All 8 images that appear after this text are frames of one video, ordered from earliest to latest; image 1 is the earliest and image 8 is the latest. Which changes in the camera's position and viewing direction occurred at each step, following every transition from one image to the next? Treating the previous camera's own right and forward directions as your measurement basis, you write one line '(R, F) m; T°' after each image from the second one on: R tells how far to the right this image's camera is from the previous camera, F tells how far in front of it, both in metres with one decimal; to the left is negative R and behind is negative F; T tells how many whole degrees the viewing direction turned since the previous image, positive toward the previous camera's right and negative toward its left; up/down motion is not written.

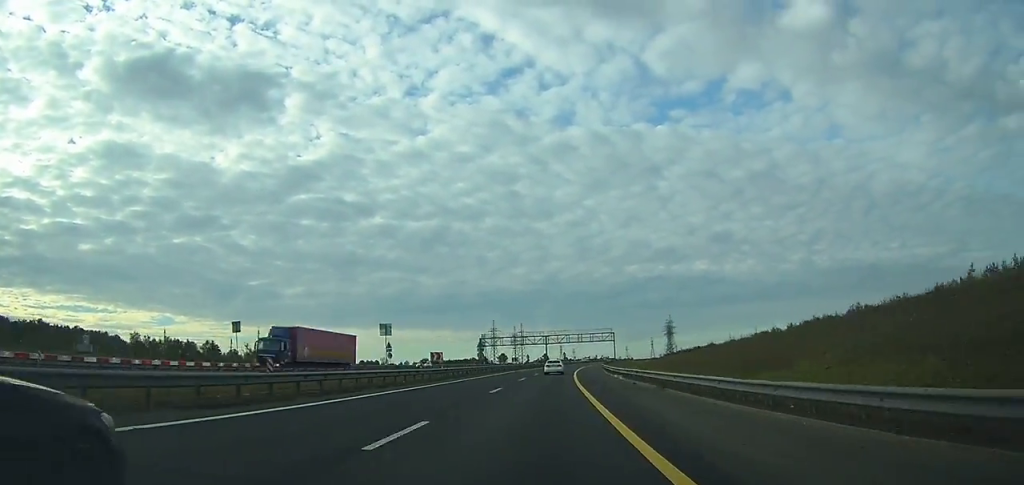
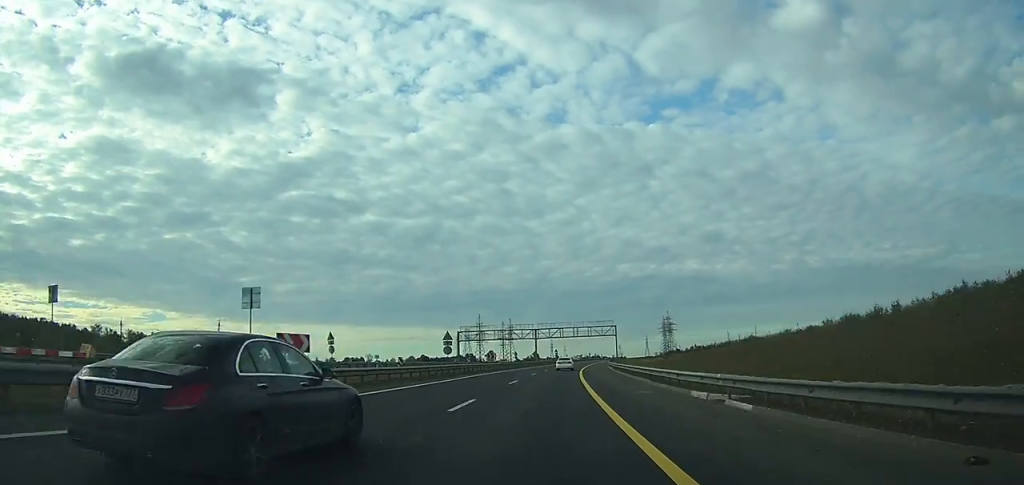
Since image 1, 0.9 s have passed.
(+0.2, +26.0) m; +2°
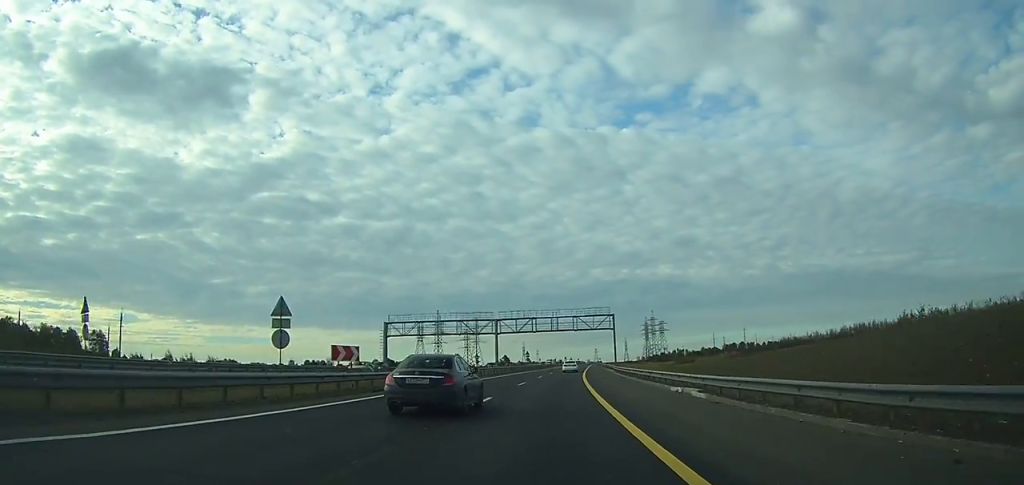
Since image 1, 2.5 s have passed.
(+1.0, +44.3) m; +3°
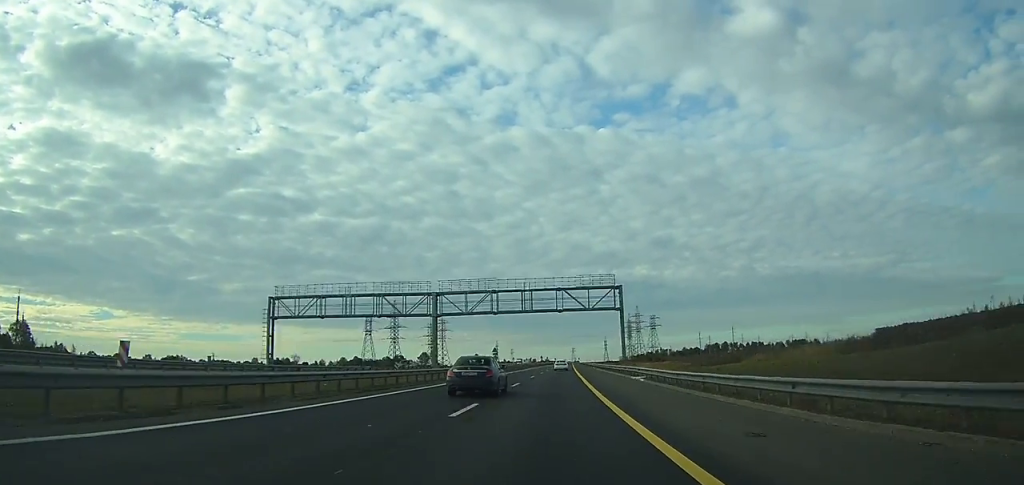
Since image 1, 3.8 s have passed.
(+0.9, +33.5) m; +2°
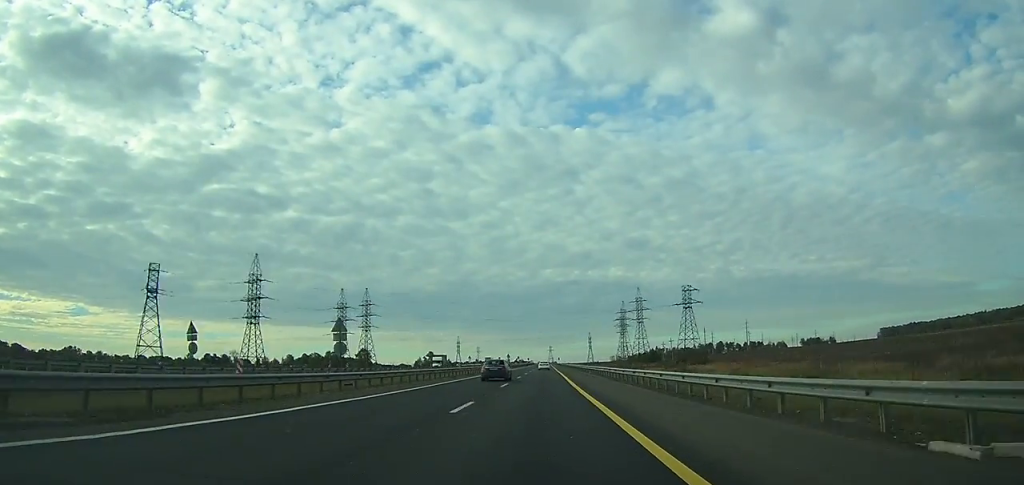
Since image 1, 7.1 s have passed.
(+2.9, +86.0) m; +3°
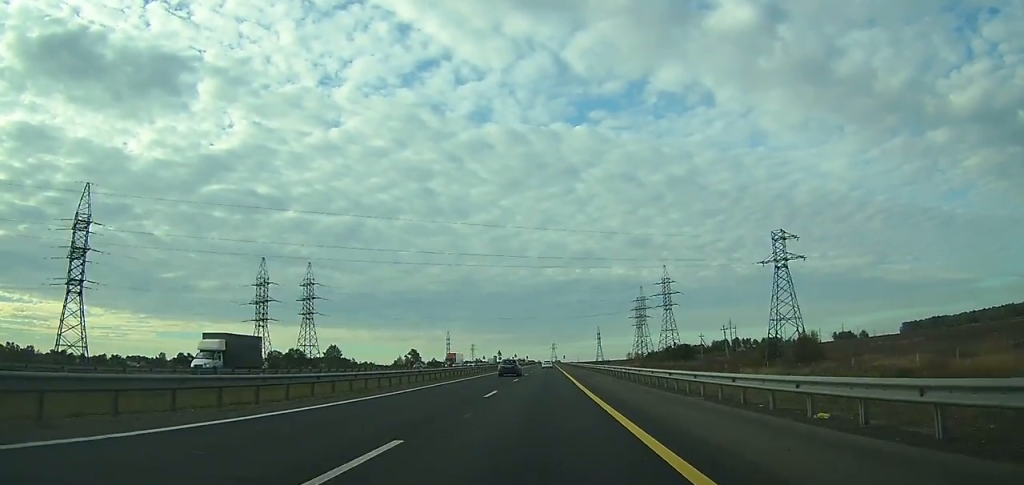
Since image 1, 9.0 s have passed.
(+0.2, +55.9) m; 0°
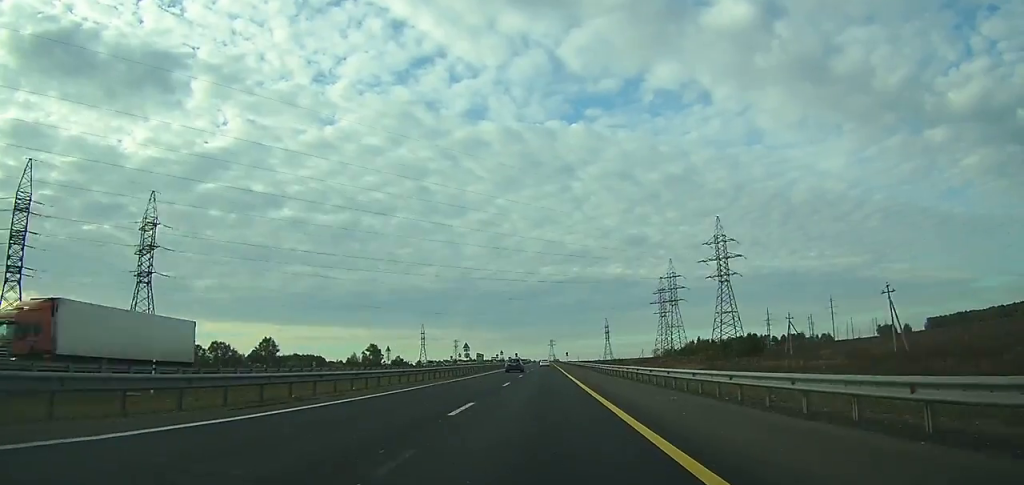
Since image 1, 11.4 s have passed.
(0.0, +74.2) m; 0°
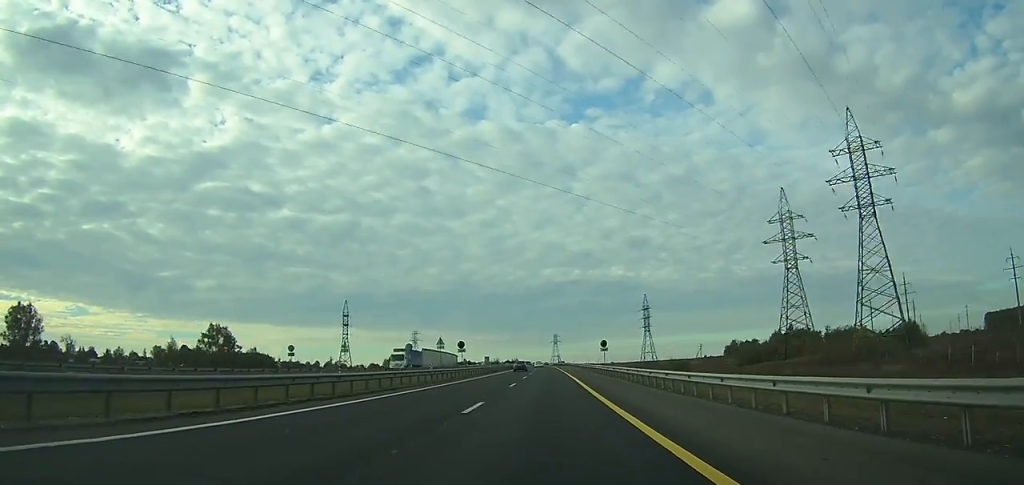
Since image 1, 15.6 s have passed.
(-0.6, +131.1) m; -1°
